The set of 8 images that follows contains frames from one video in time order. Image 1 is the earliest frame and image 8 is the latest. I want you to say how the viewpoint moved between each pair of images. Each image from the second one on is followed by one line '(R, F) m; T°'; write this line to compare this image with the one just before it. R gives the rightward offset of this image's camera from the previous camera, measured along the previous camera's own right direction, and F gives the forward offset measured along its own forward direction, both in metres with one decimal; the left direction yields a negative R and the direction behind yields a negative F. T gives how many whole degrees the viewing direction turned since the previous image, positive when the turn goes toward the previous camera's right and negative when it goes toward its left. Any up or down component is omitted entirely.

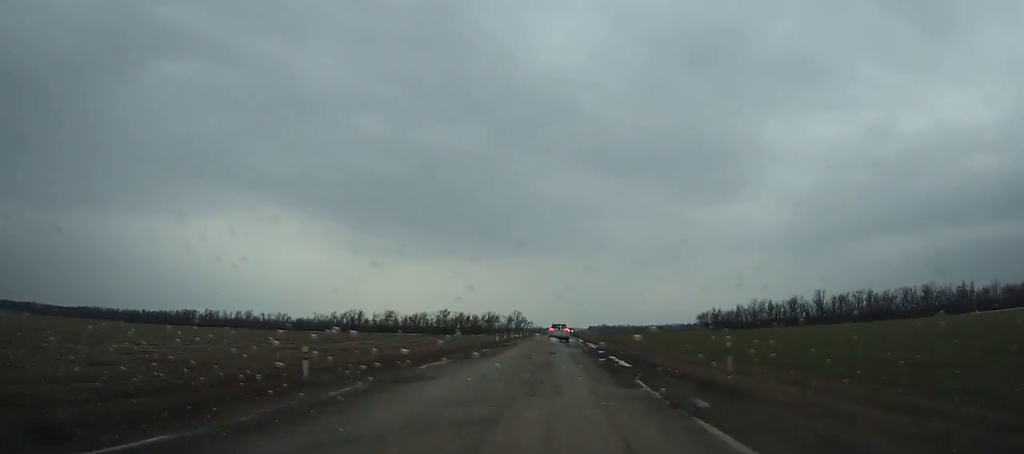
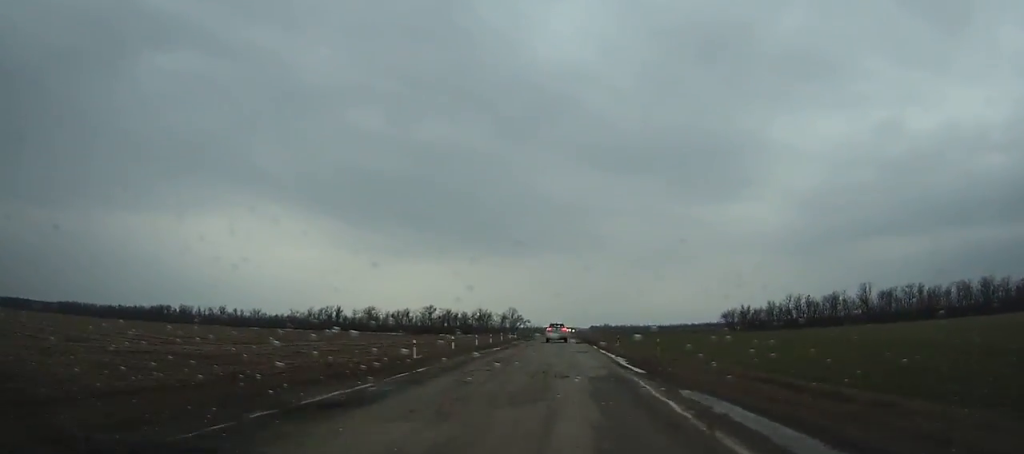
(+0.1, +37.3) m; 0°
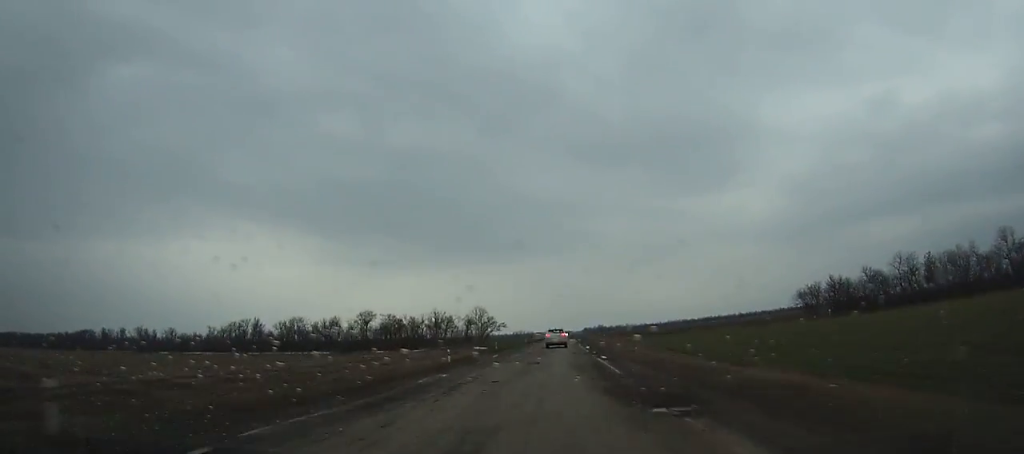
(+1.0, +80.3) m; +2°
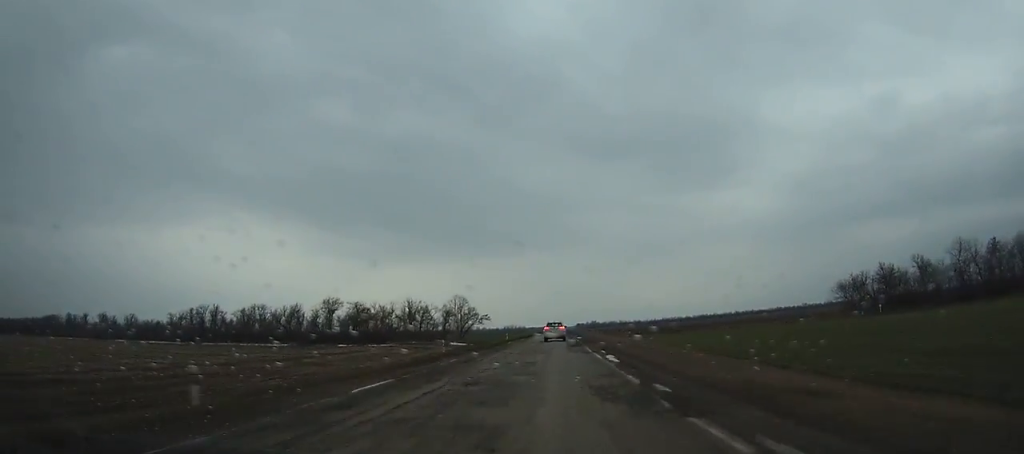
(+0.1, +26.2) m; 0°
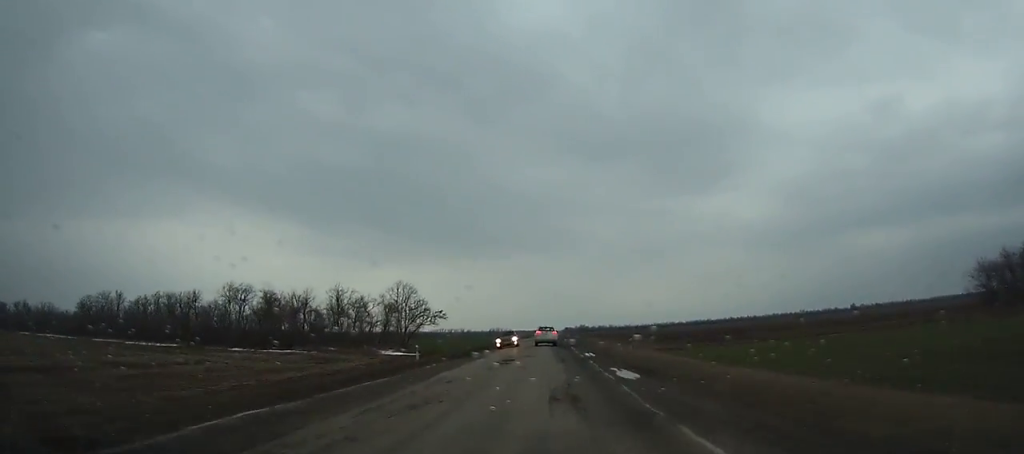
(+0.7, +49.3) m; 0°
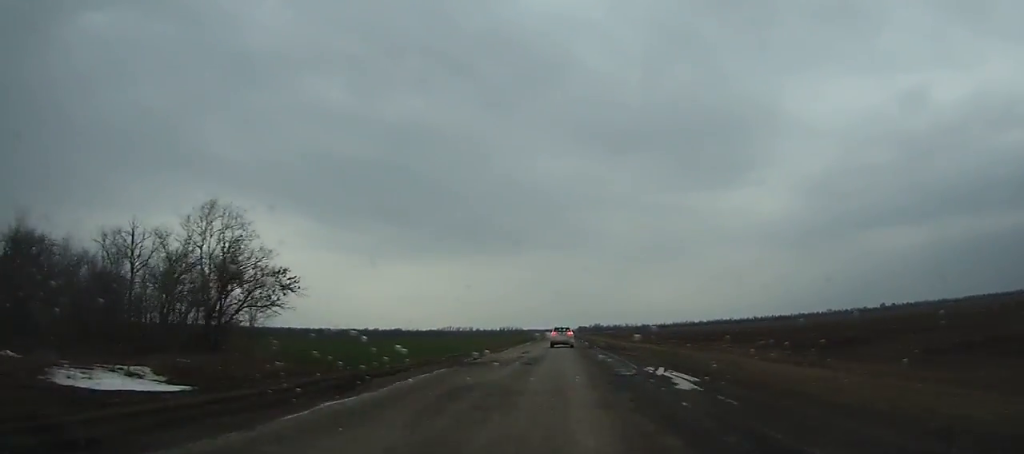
(-0.7, +67.4) m; 0°
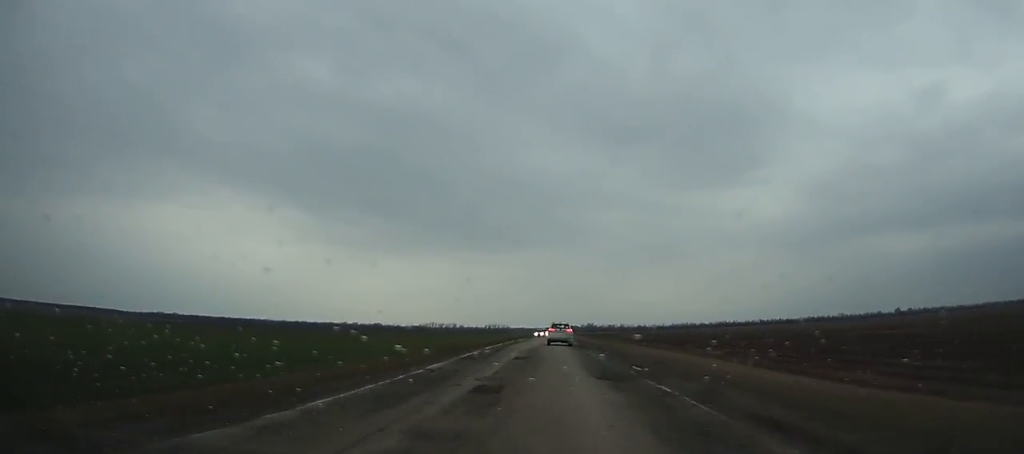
(+0.3, +85.7) m; 0°
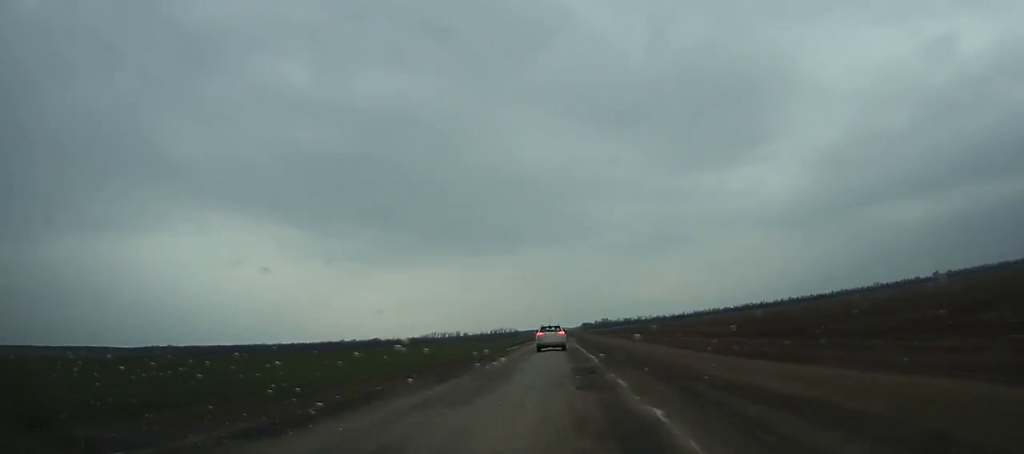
(-0.5, +92.1) m; -1°
